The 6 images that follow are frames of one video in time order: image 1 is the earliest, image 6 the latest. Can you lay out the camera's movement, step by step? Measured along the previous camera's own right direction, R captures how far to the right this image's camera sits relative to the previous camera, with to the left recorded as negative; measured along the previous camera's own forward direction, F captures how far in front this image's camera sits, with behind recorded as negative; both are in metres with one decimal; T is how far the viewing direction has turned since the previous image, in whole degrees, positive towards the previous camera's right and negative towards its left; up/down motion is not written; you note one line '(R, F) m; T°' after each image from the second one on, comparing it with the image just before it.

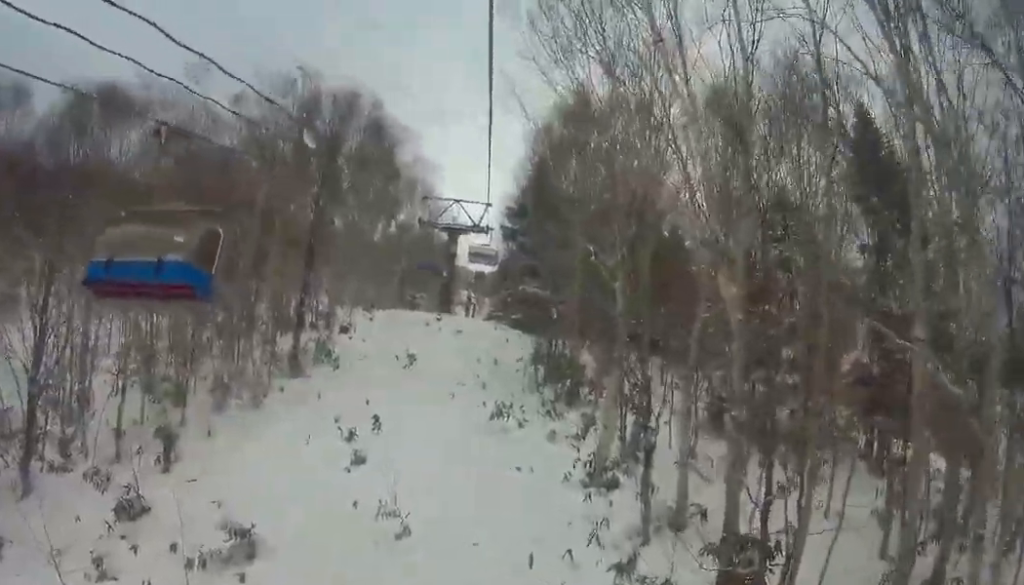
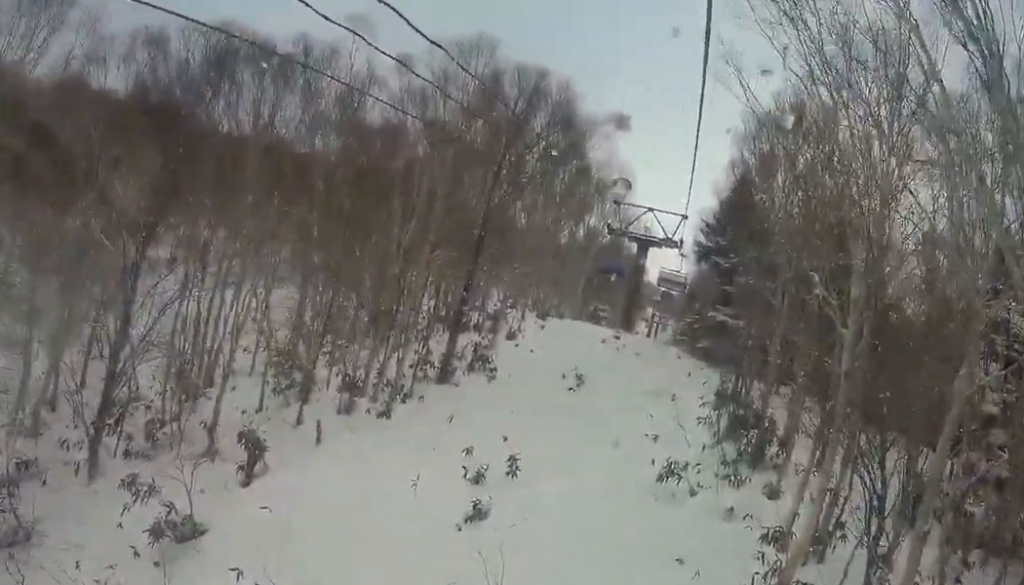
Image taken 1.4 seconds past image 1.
(-1.0, +4.7) m; -12°
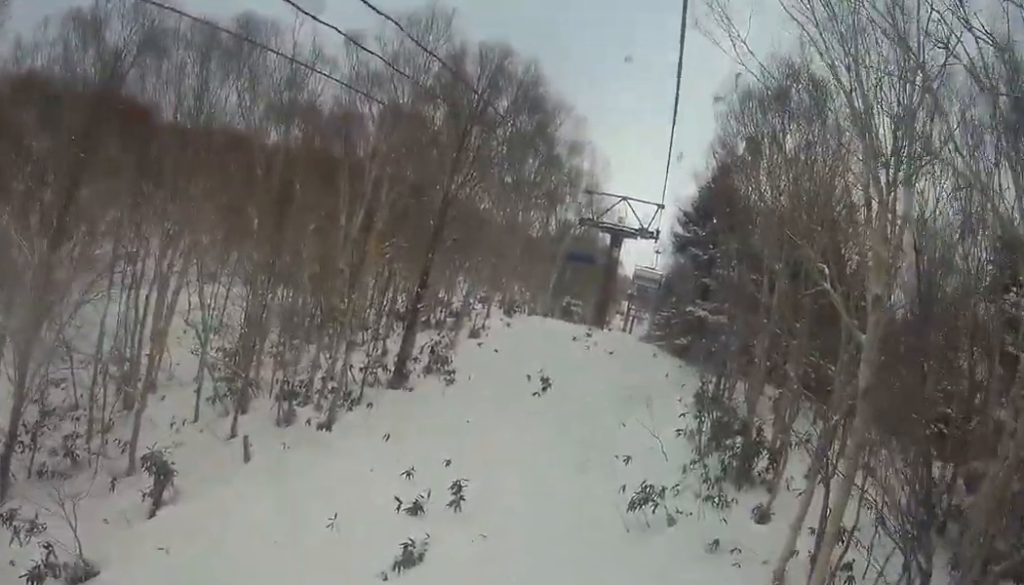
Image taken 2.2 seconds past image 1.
(0.0, +3.0) m; +6°
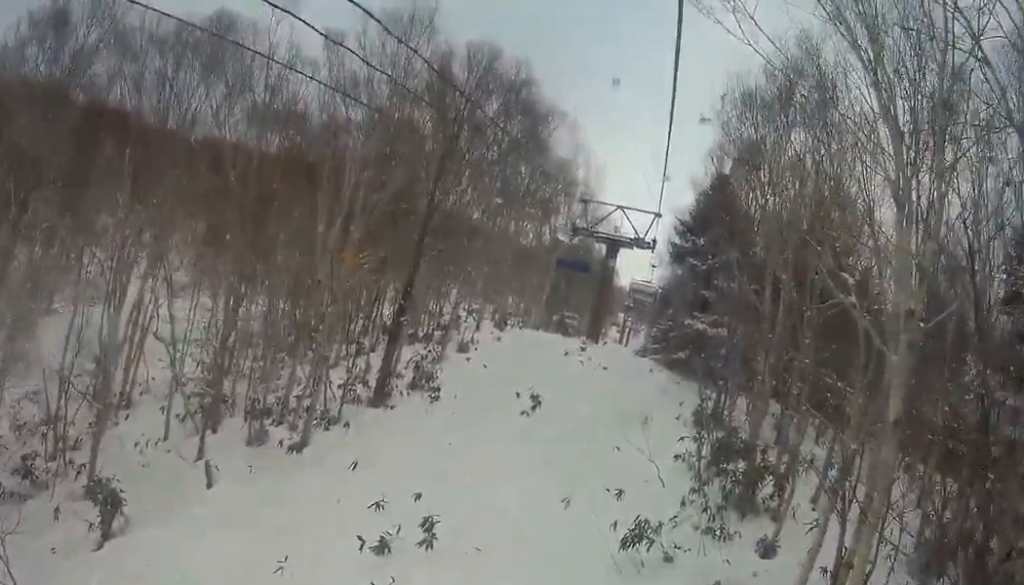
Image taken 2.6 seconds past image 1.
(+0.2, +1.8) m; +6°
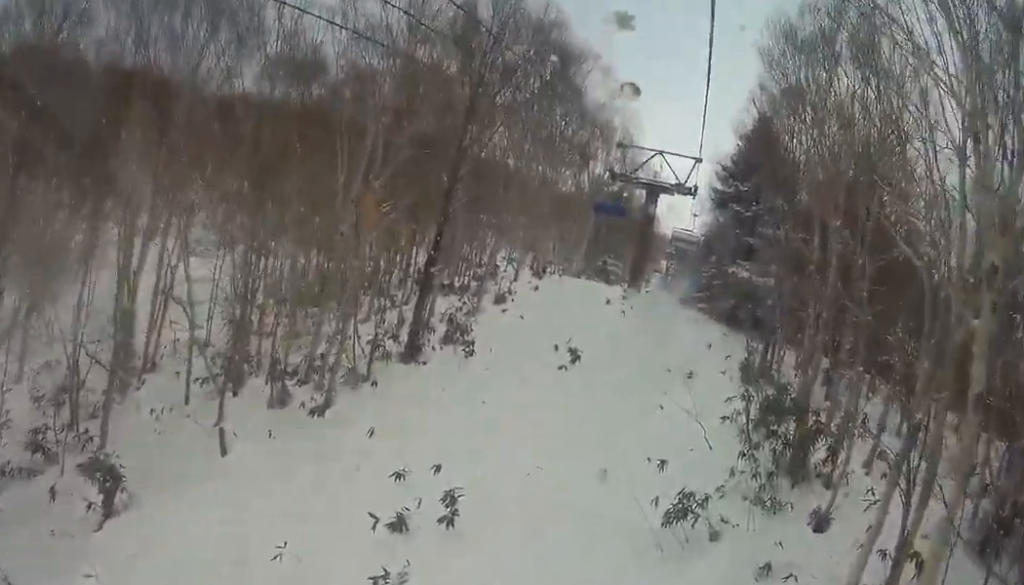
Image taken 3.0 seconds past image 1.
(+0.1, +1.6) m; +1°
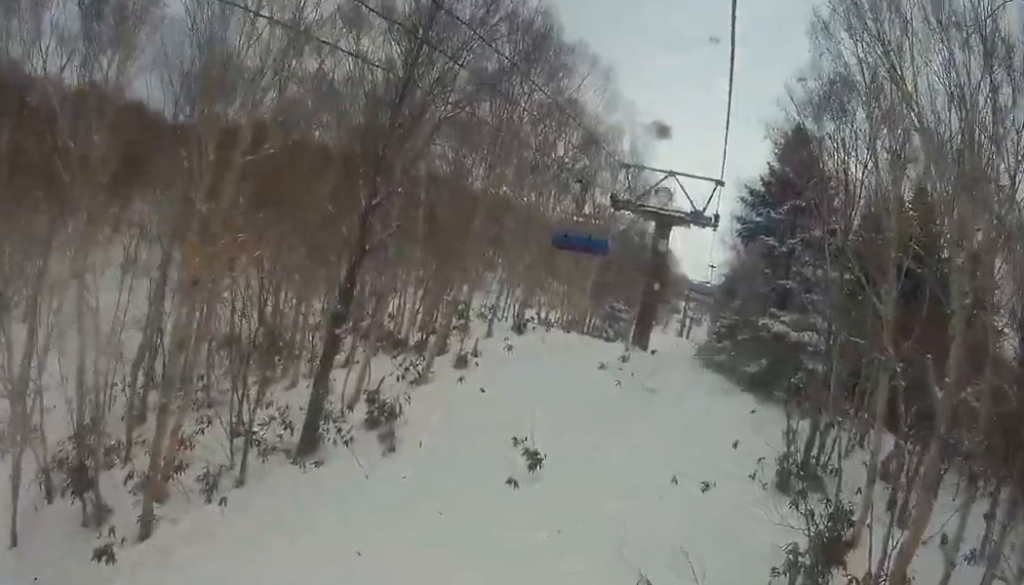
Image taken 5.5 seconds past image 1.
(-0.2, +9.6) m; +7°
